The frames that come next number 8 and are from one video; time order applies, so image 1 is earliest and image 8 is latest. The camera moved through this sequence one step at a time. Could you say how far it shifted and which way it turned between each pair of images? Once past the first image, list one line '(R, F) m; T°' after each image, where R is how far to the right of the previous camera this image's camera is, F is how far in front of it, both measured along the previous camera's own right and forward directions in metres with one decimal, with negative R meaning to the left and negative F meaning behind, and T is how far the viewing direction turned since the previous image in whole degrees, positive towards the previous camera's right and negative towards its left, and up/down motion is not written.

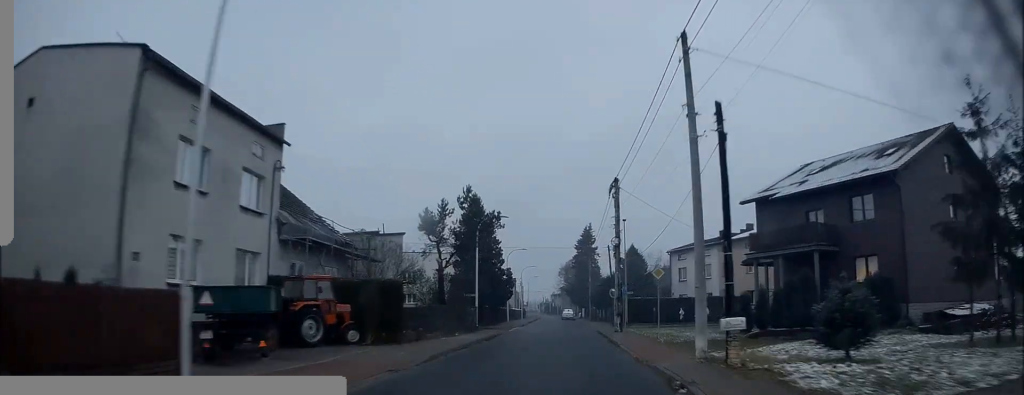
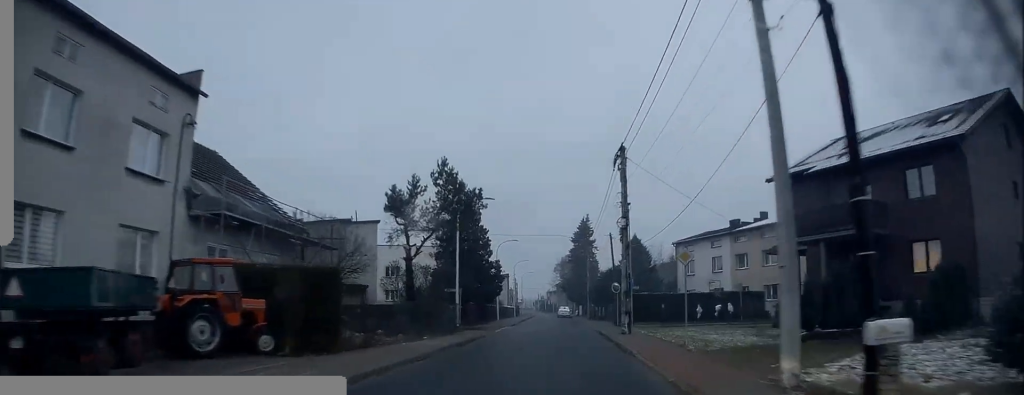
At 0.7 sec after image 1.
(-0.1, +6.0) m; +1°
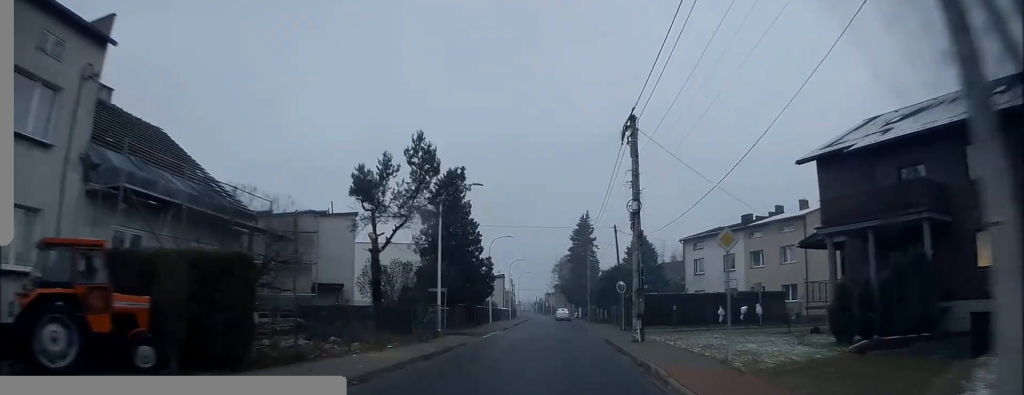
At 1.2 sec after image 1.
(+0.3, +4.7) m; +1°
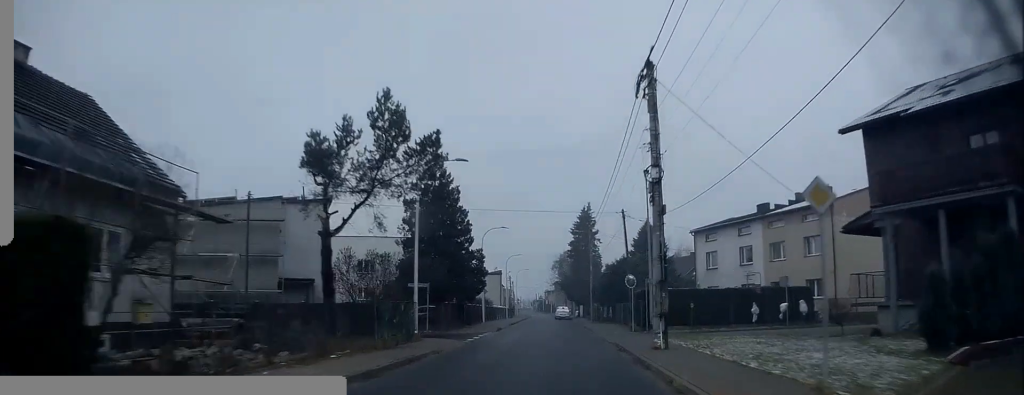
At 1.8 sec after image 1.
(0.0, +4.9) m; 0°
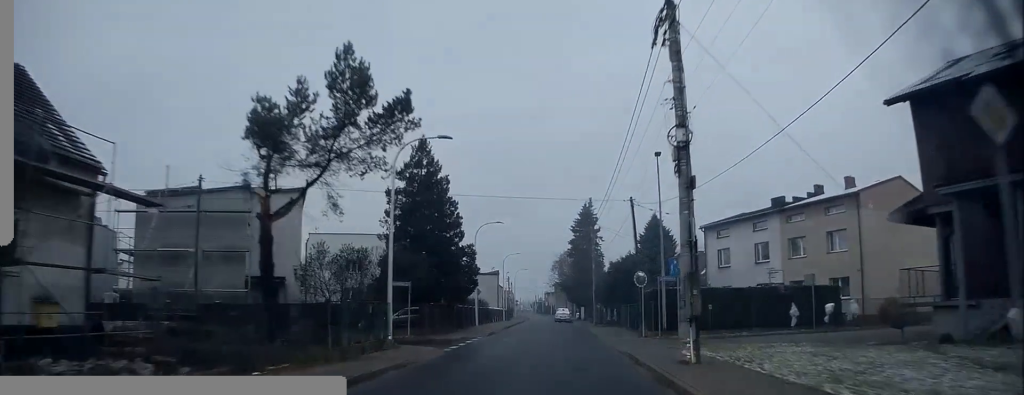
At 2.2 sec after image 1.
(-0.2, +3.9) m; 0°
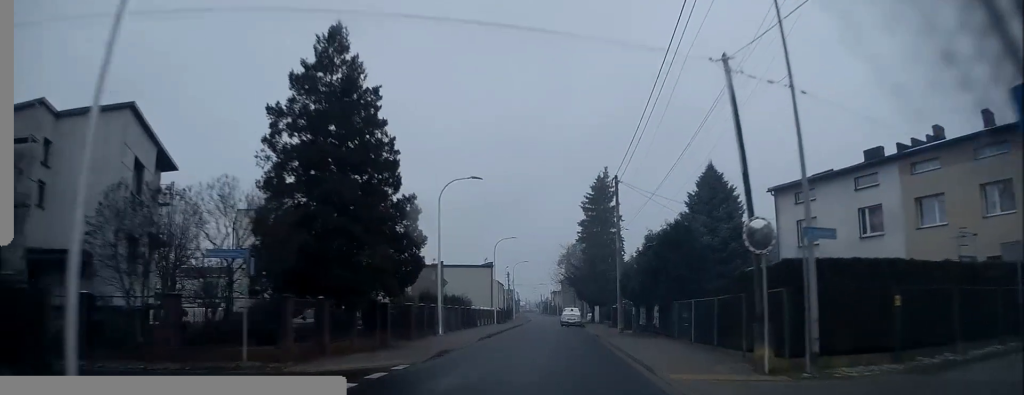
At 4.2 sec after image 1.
(+0.1, +16.0) m; -1°
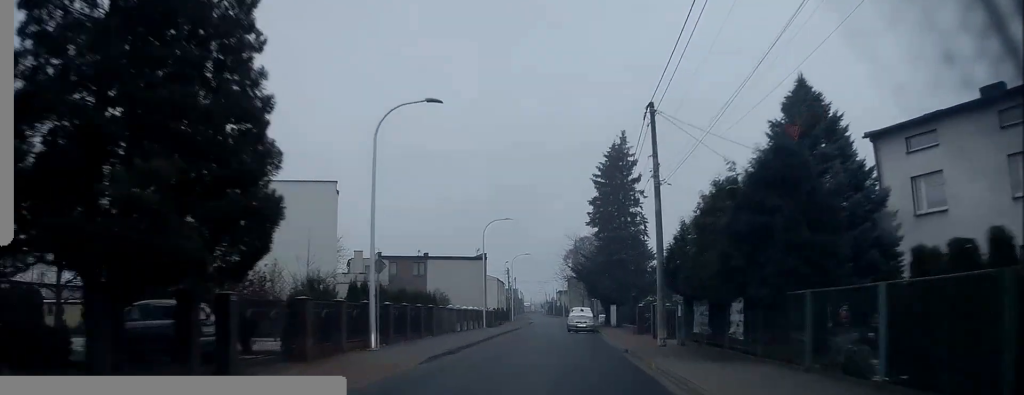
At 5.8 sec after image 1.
(-0.1, +12.0) m; 0°
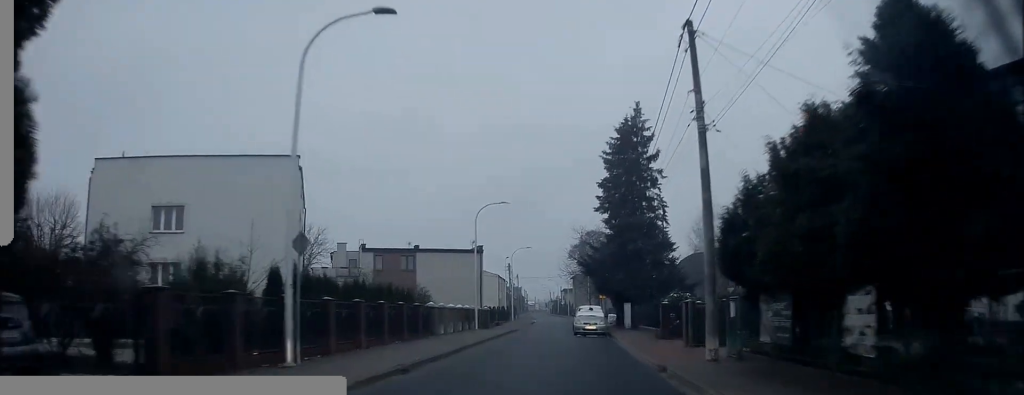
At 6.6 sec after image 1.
(0.0, +6.4) m; 0°
